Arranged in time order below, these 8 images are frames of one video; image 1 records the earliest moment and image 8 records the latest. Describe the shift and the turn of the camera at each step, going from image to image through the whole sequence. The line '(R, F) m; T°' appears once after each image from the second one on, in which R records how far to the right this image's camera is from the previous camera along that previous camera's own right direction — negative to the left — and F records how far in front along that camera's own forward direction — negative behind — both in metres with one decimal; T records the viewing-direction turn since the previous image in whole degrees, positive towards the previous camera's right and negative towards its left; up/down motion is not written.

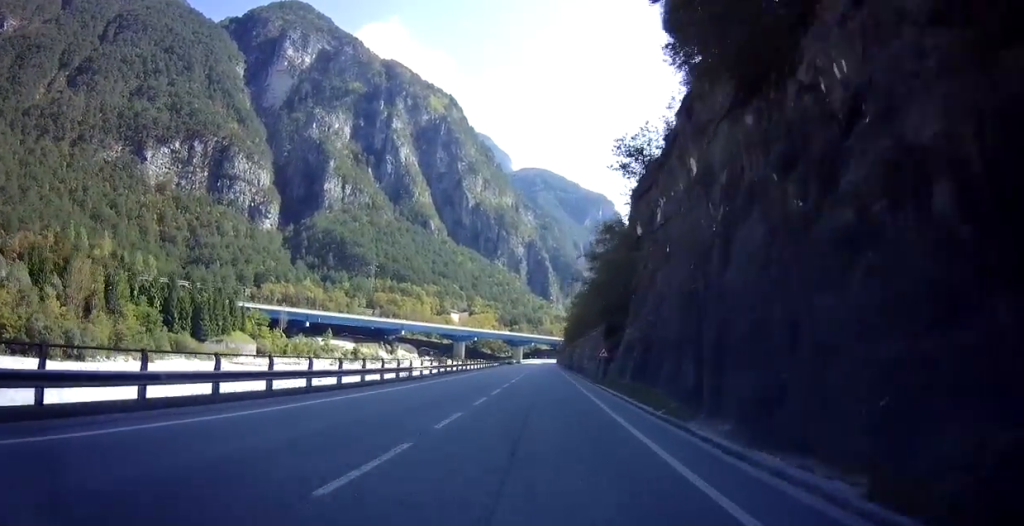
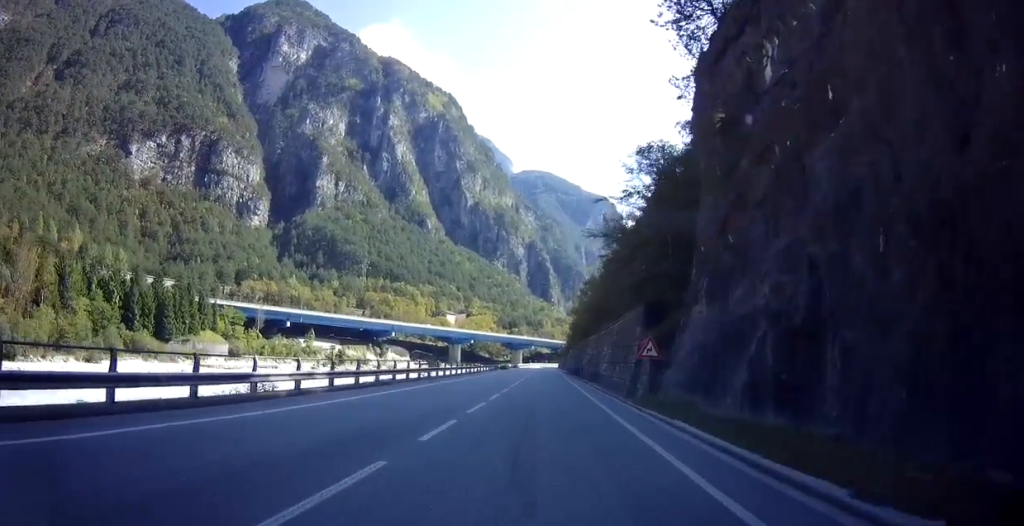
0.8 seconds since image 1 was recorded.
(0.0, +18.8) m; 0°
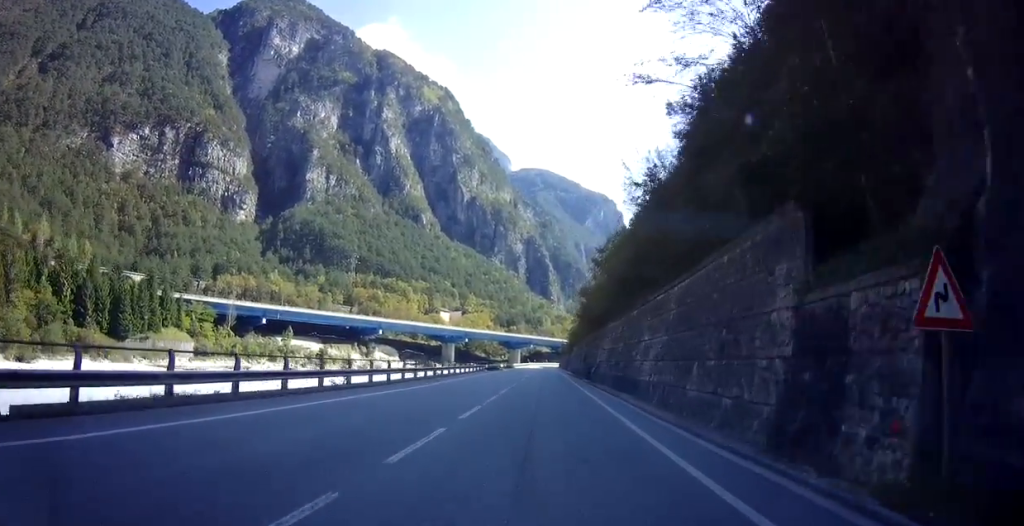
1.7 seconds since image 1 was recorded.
(-0.1, +19.6) m; 0°
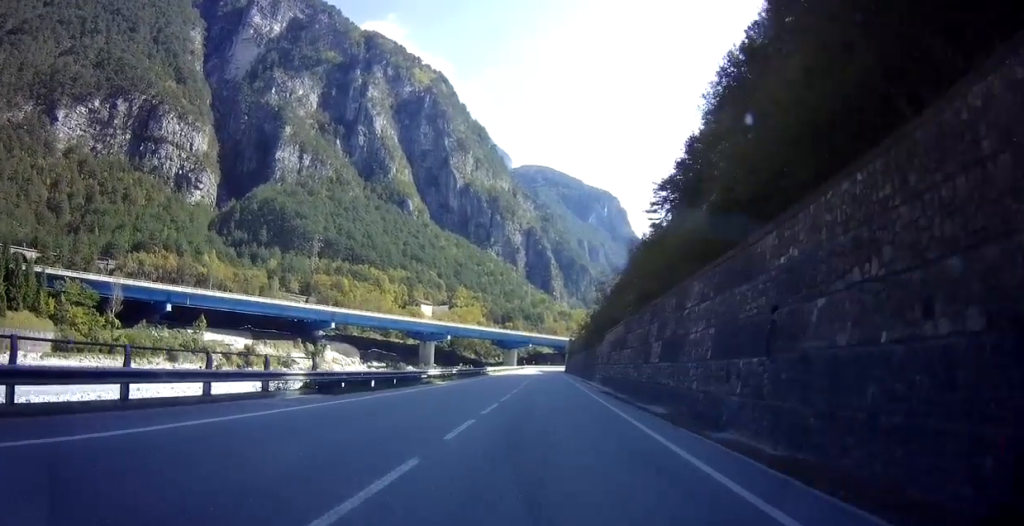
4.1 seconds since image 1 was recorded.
(+0.2, +55.1) m; 0°
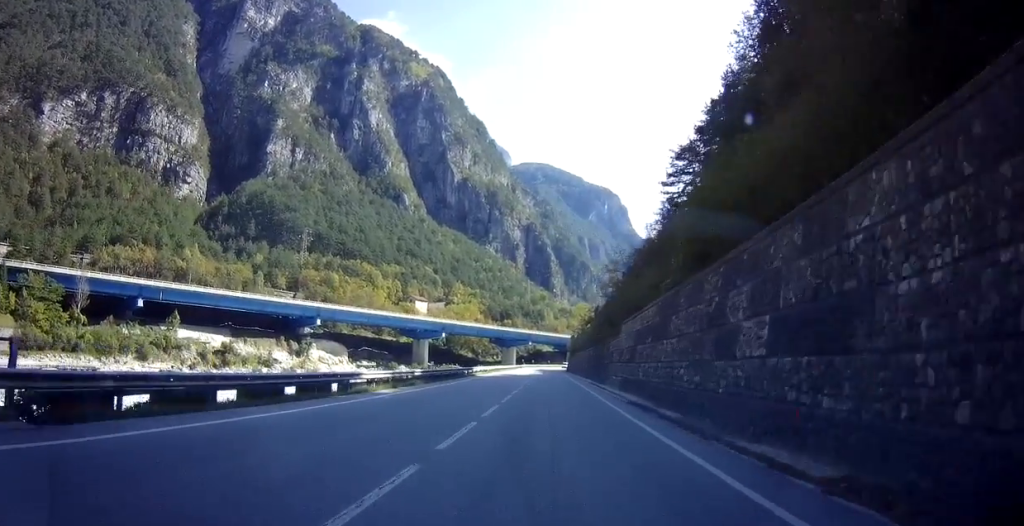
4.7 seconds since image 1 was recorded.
(-0.1, +12.8) m; 0°
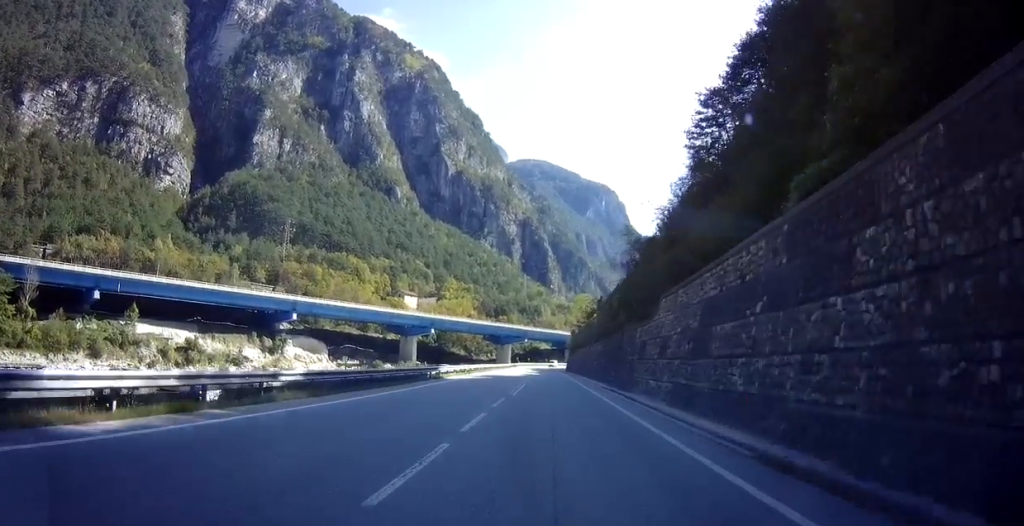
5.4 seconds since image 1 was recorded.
(0.0, +15.1) m; +1°
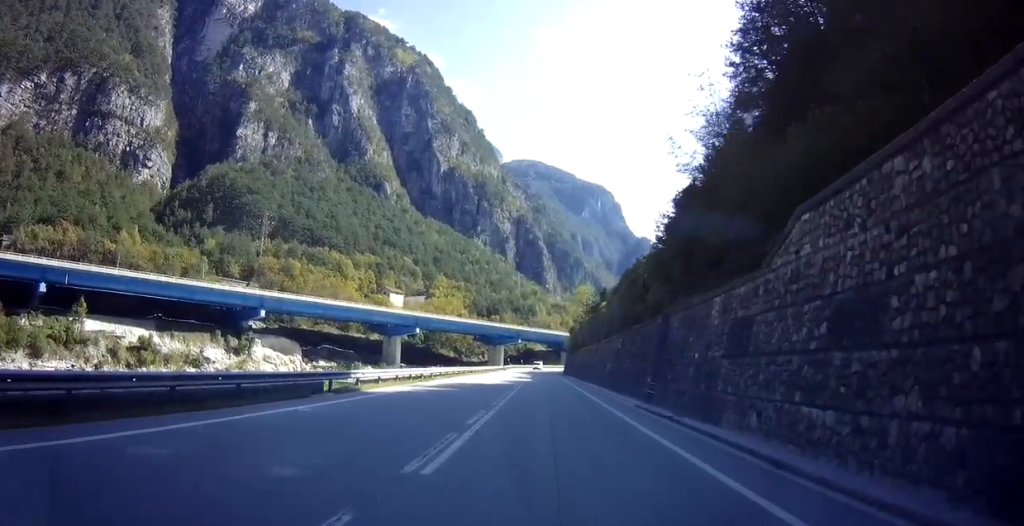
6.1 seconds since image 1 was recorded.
(+0.3, +15.9) m; +1°
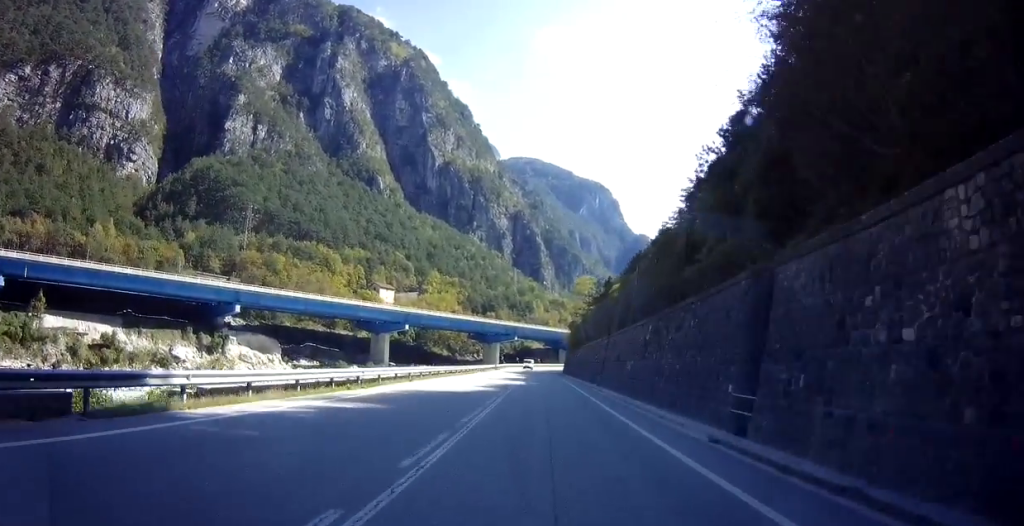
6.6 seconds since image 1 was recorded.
(+0.1, +11.3) m; 0°
